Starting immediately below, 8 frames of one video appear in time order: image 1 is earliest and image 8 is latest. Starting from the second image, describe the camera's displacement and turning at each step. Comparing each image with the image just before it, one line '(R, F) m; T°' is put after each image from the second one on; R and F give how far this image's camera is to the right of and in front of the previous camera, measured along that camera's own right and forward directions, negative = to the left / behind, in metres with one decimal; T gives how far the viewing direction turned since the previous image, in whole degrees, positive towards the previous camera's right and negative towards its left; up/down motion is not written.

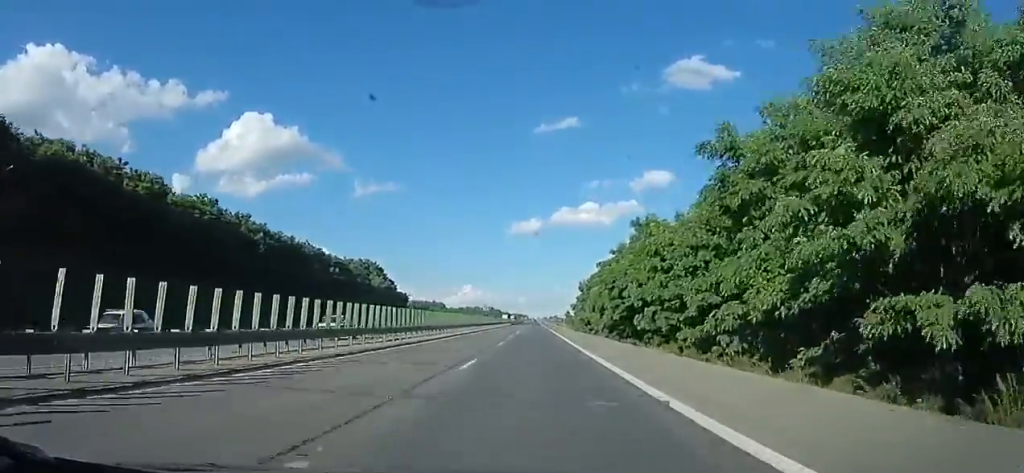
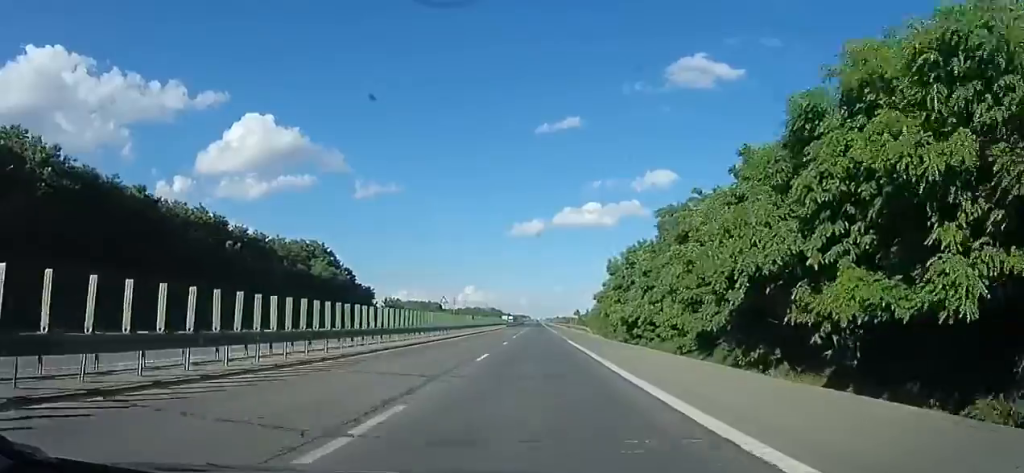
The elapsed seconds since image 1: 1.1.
(-0.2, +32.4) m; -2°
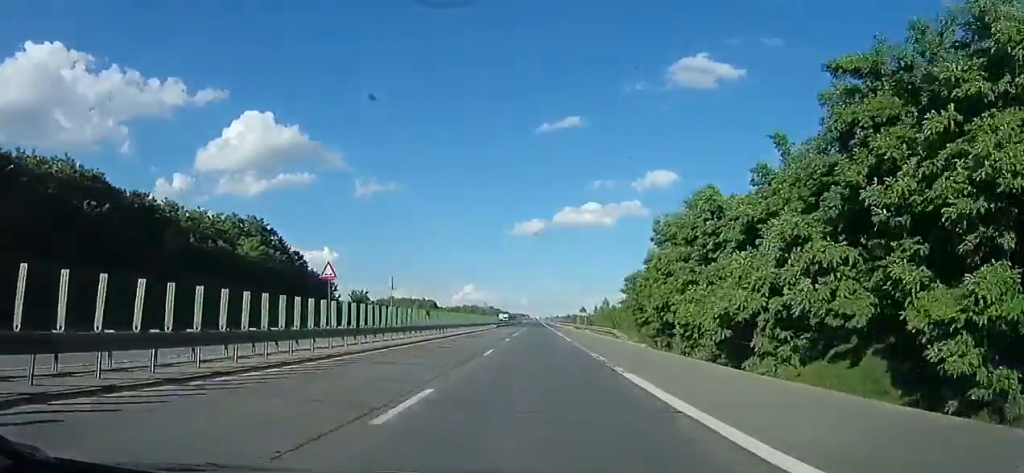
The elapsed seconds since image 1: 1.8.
(-0.5, +22.0) m; -1°
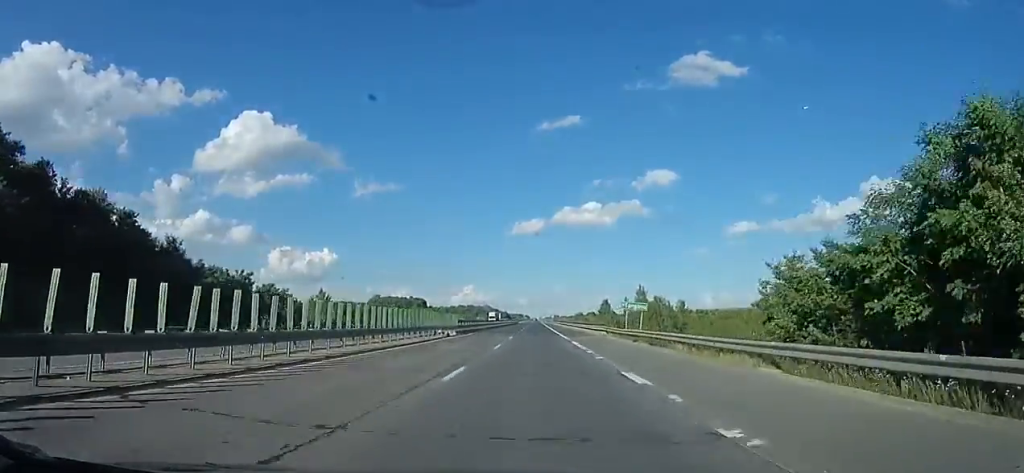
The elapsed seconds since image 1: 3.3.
(-0.1, +43.6) m; 0°
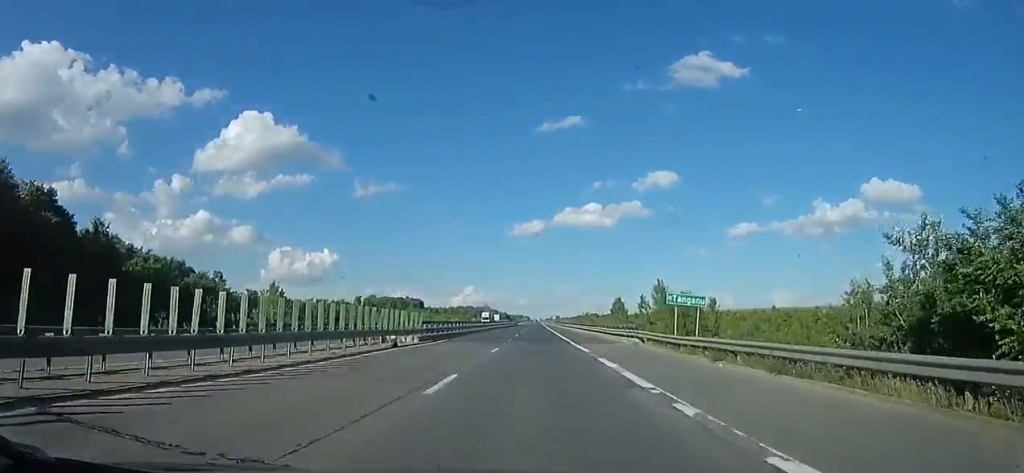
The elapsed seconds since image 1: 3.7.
(0.0, +13.5) m; +1°
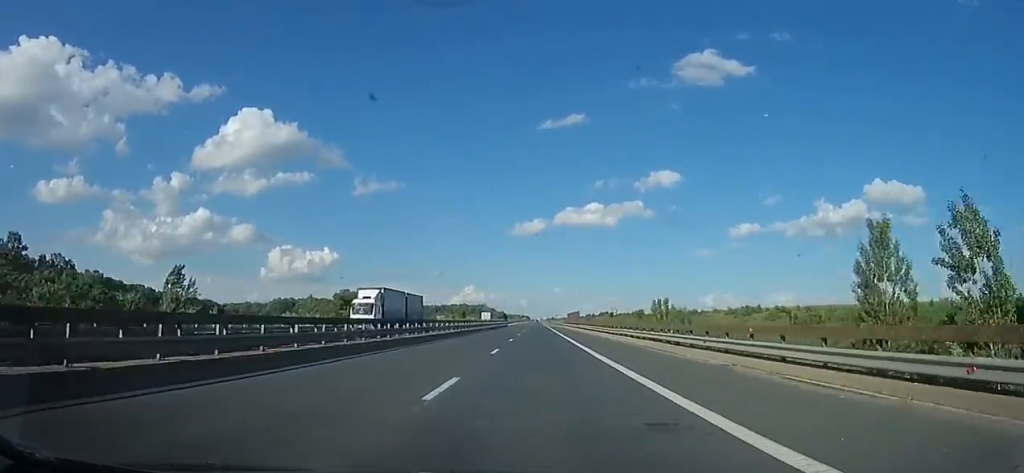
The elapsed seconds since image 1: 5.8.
(+2.2, +60.7) m; +1°
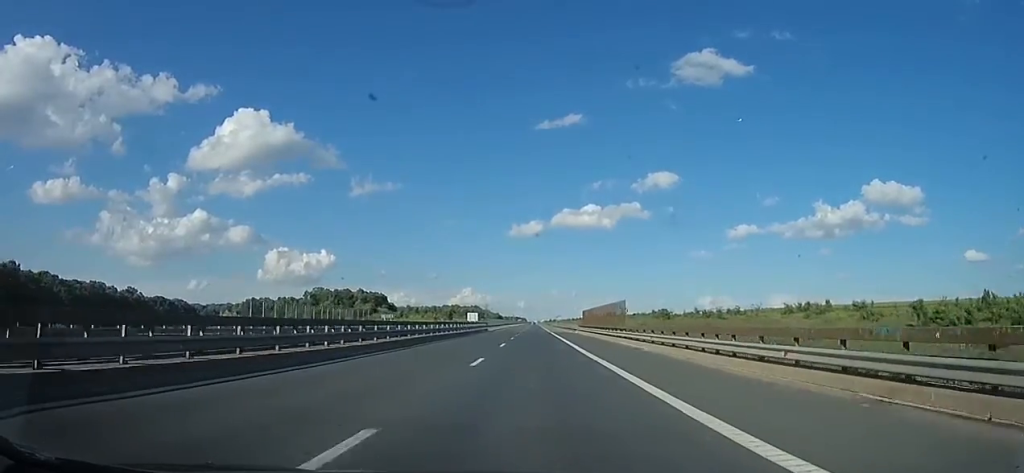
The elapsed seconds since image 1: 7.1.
(-1.4, +40.5) m; -2°
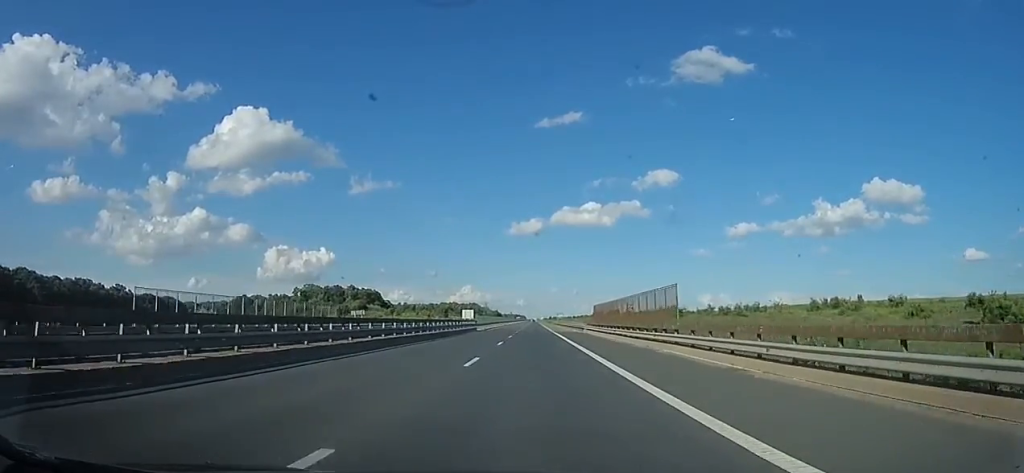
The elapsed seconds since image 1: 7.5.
(-0.2, +13.0) m; 0°
